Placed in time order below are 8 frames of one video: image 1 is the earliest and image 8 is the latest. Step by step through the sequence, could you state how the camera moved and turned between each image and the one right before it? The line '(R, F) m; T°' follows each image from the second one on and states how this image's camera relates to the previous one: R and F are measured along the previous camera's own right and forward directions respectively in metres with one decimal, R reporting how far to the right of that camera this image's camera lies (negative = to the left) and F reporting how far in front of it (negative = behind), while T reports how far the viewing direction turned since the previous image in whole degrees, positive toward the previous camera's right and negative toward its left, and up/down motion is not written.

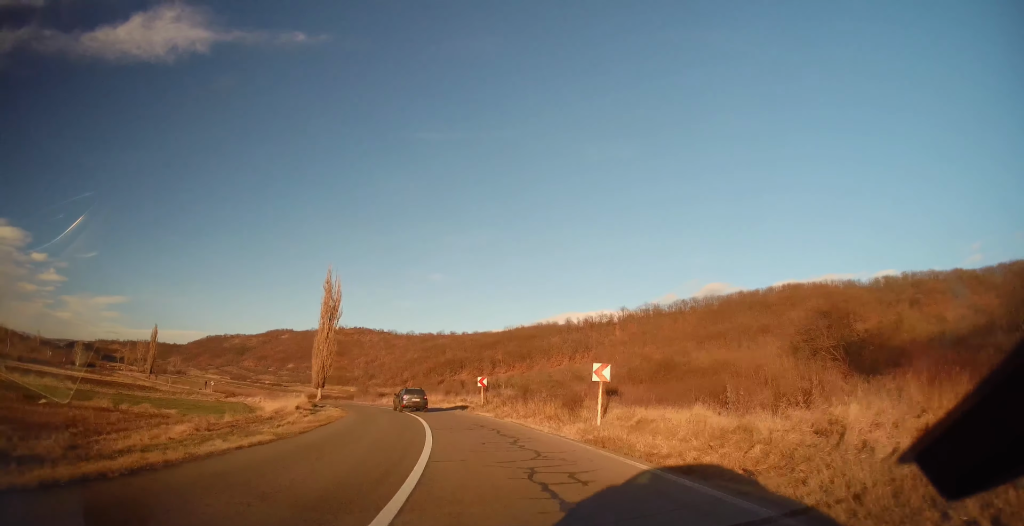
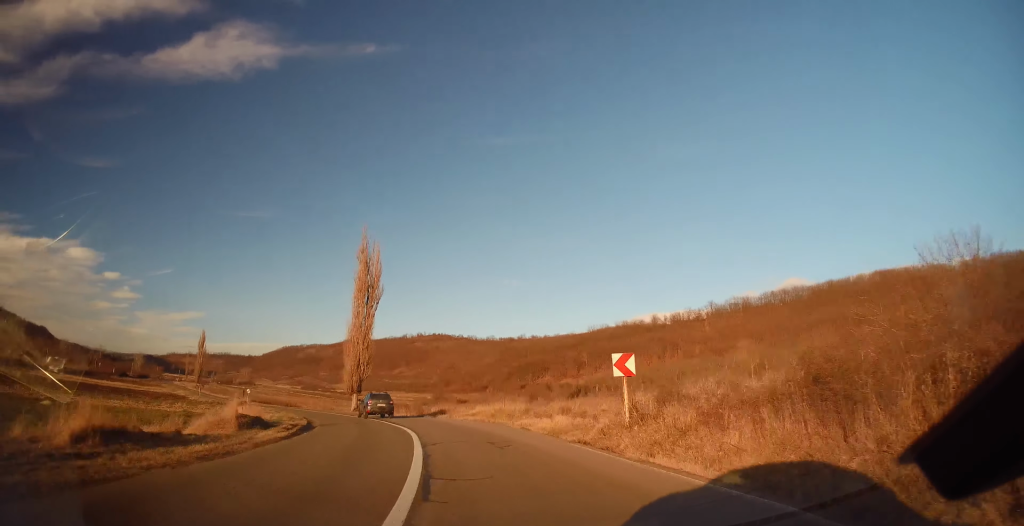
(-1.6, +23.1) m; -11°
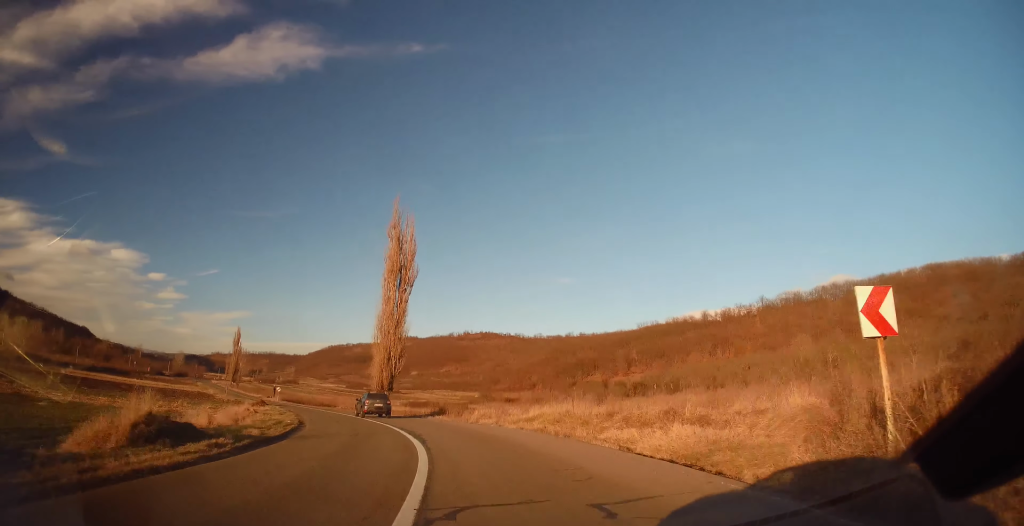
(-0.3, +9.0) m; -5°
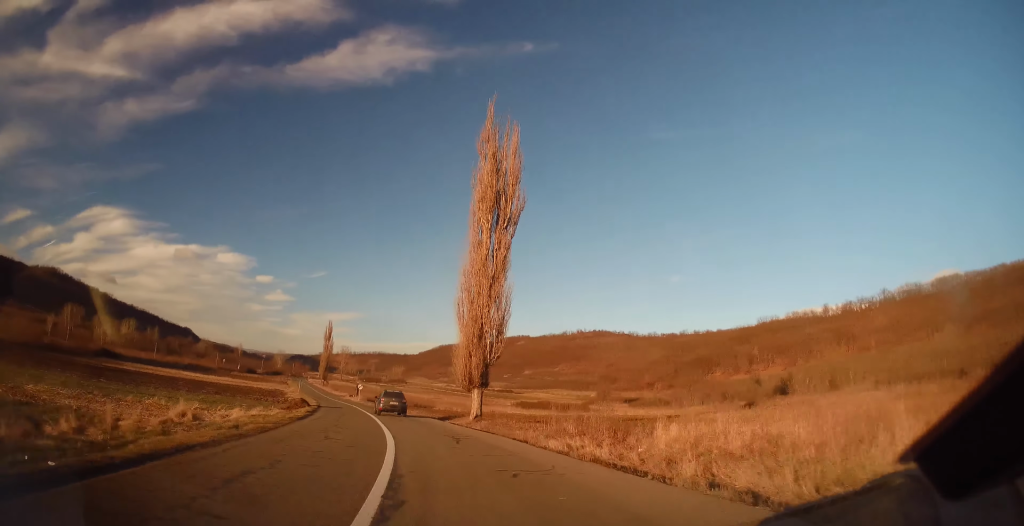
(-2.3, +19.9) m; -11°
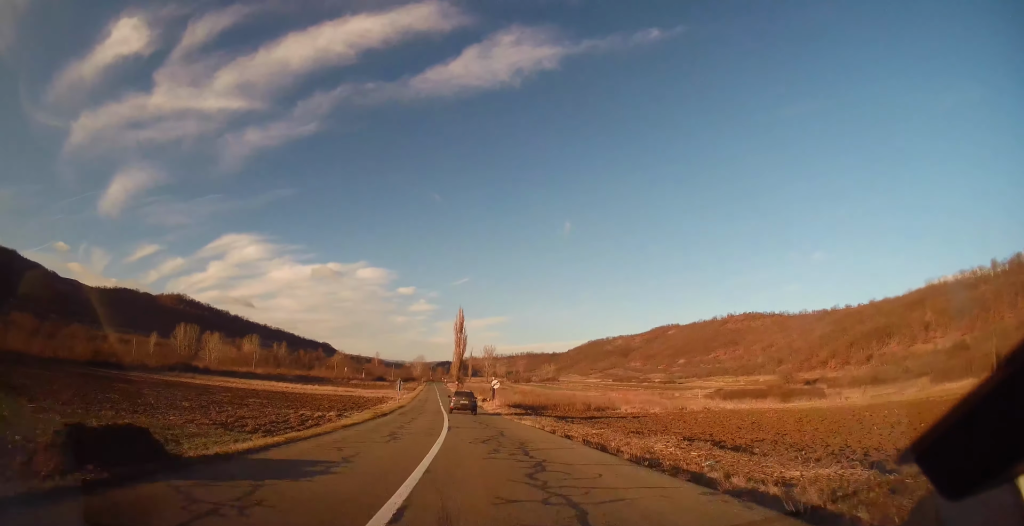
(-4.7, +38.5) m; -11°
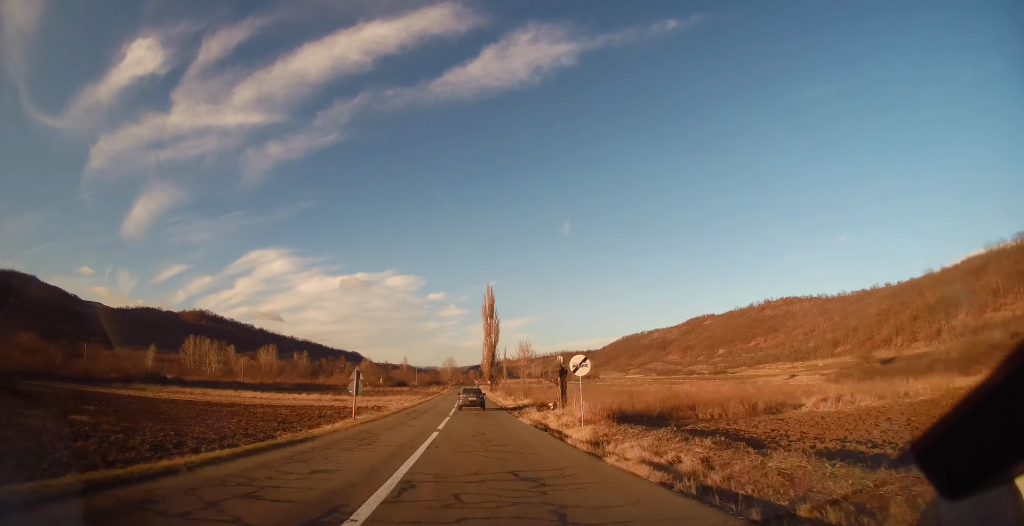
(-1.3, +34.8) m; -4°
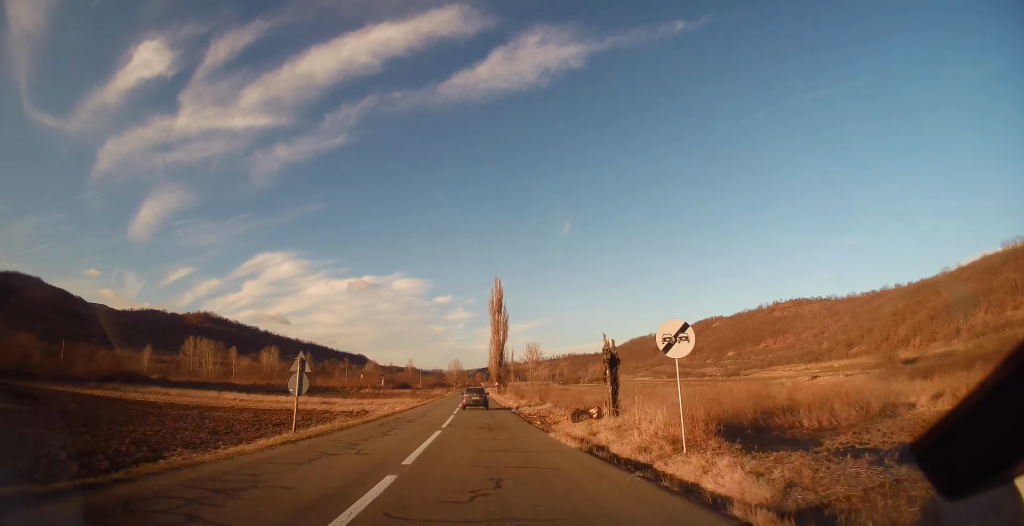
(-0.2, +10.3) m; 0°
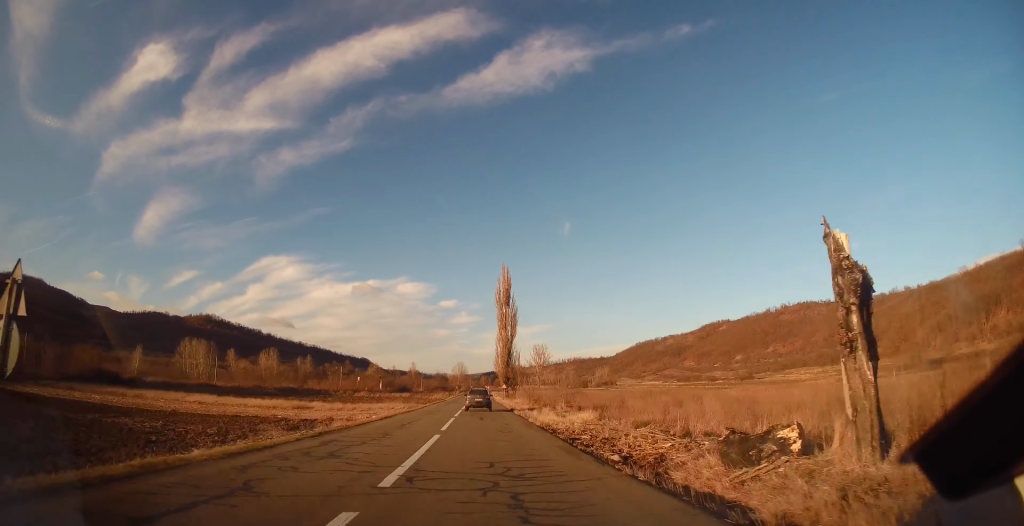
(-0.2, +13.4) m; 0°
